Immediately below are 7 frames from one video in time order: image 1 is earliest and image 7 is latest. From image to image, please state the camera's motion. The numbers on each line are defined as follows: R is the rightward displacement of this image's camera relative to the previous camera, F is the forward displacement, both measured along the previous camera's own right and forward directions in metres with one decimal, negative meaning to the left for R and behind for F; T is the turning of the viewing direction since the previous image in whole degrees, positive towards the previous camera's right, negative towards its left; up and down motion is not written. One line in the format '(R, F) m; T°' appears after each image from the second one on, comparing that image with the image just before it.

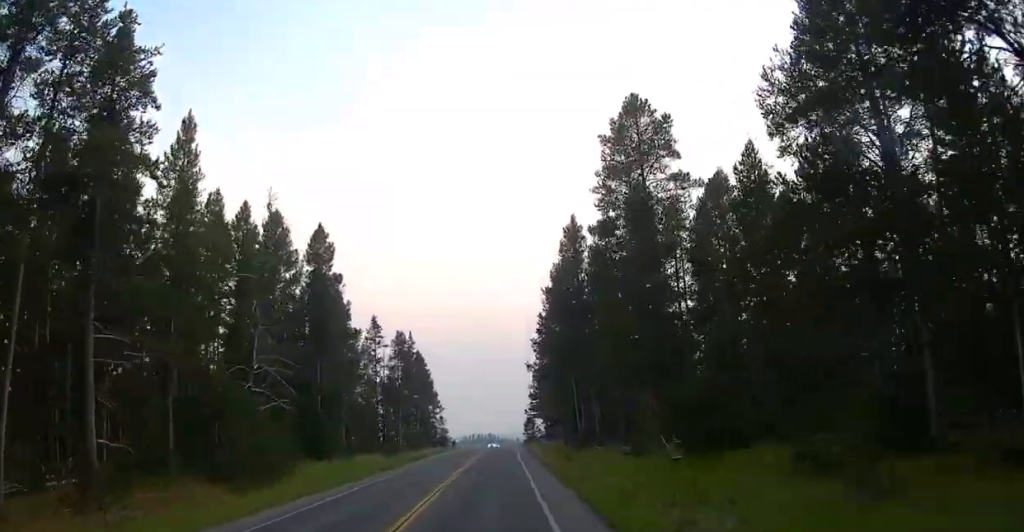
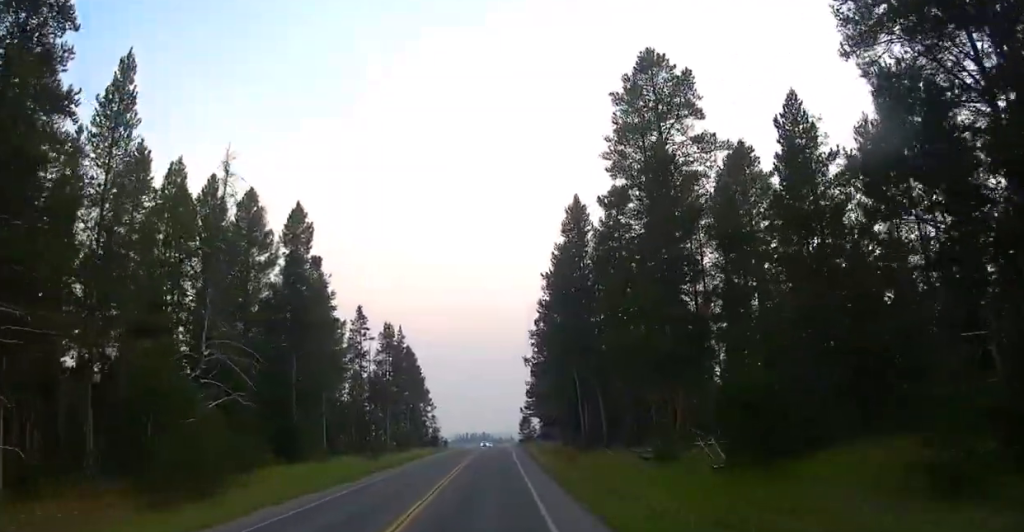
(+0.6, +5.9) m; -1°
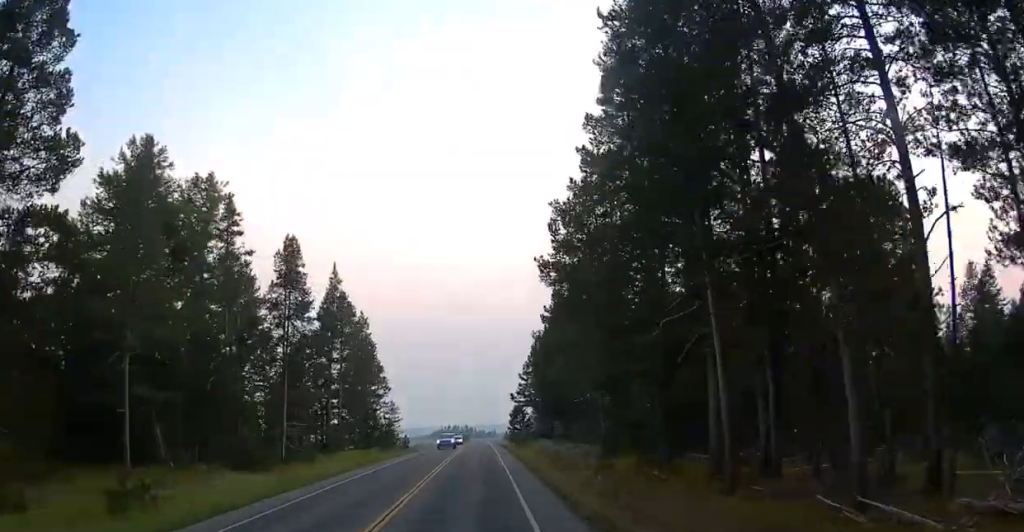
(-1.9, +33.8) m; -2°
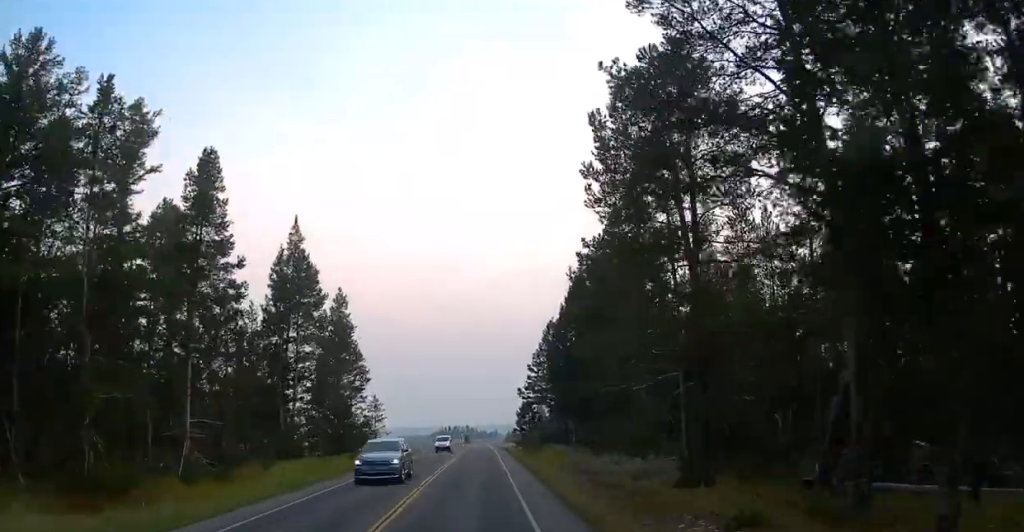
(+0.7, +16.0) m; +2°
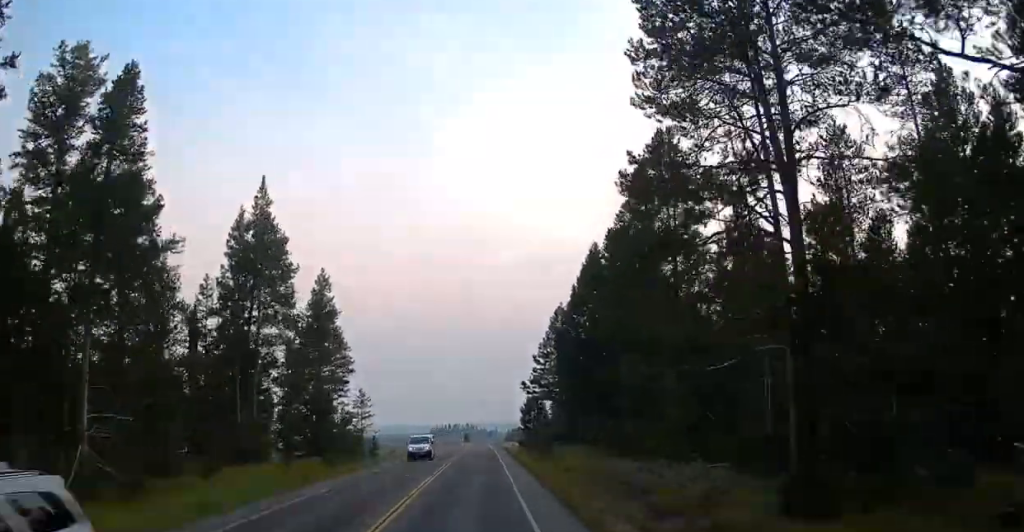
(-0.1, +8.2) m; 0°
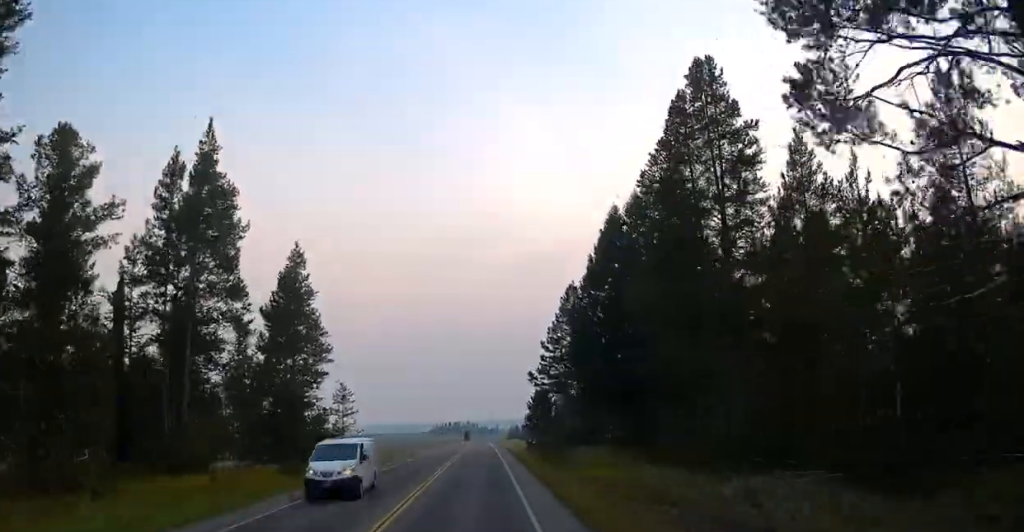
(+0.2, +8.8) m; 0°
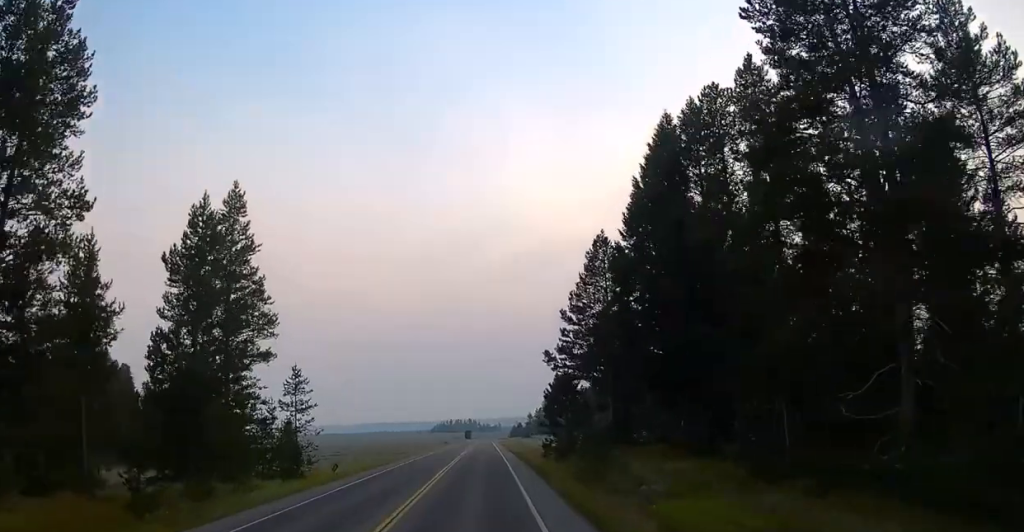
(-0.2, +14.5) m; -1°
